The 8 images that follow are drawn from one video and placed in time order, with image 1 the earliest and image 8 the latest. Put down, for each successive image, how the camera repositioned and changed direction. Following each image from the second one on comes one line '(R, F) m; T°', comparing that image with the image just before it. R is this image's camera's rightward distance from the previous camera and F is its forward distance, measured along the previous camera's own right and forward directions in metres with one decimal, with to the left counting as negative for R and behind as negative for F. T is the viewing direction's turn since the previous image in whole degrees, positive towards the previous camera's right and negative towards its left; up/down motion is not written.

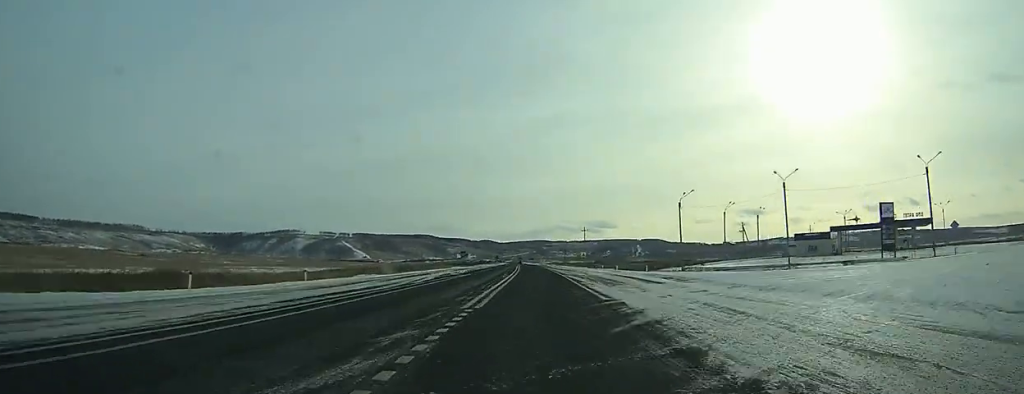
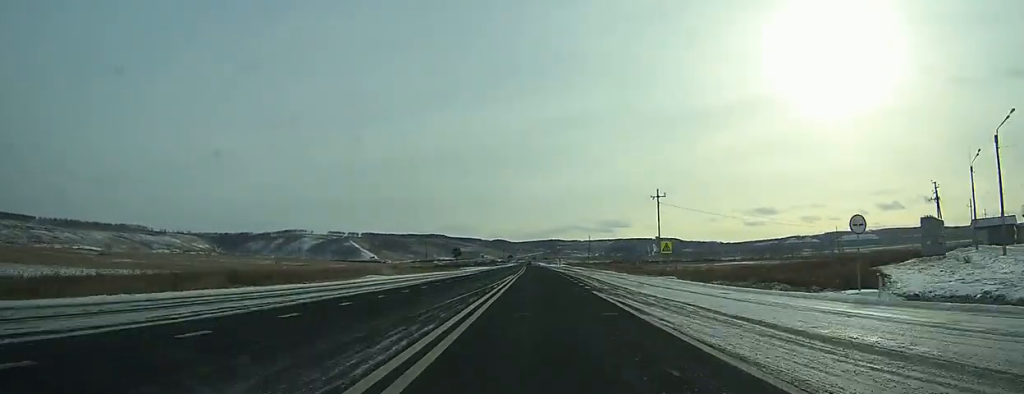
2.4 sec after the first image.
(-0.5, +67.7) m; -1°
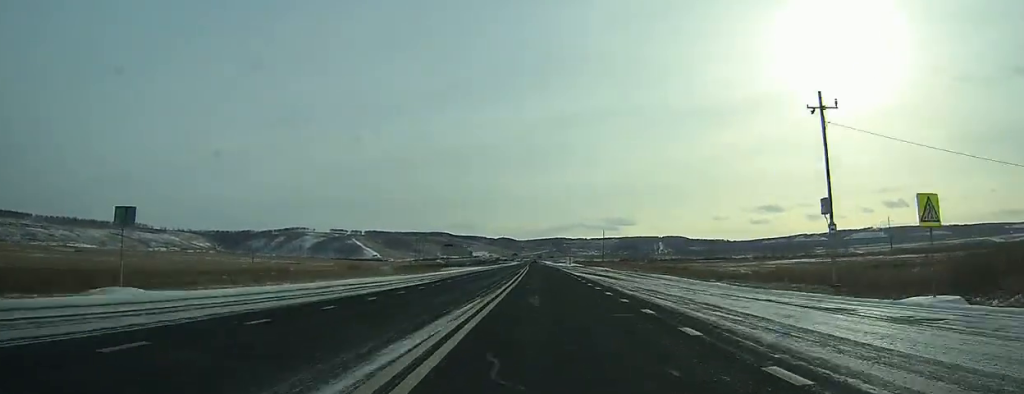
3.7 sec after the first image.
(-0.2, +34.2) m; -1°
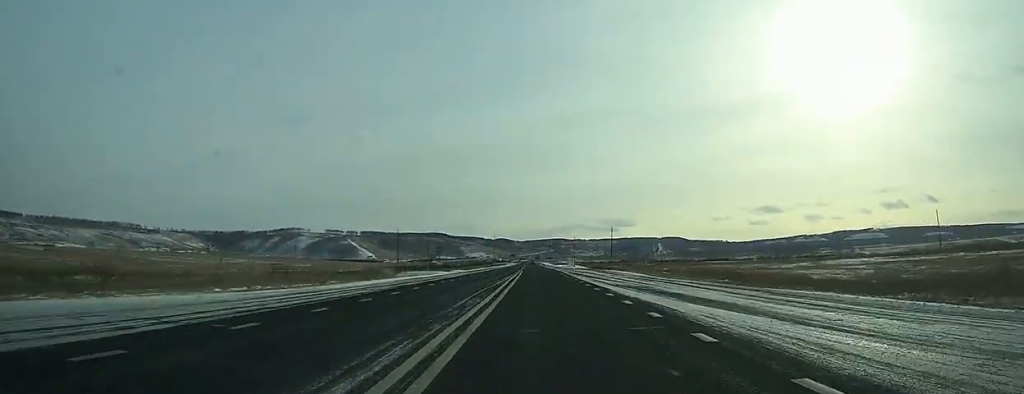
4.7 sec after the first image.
(0.0, +28.7) m; 0°
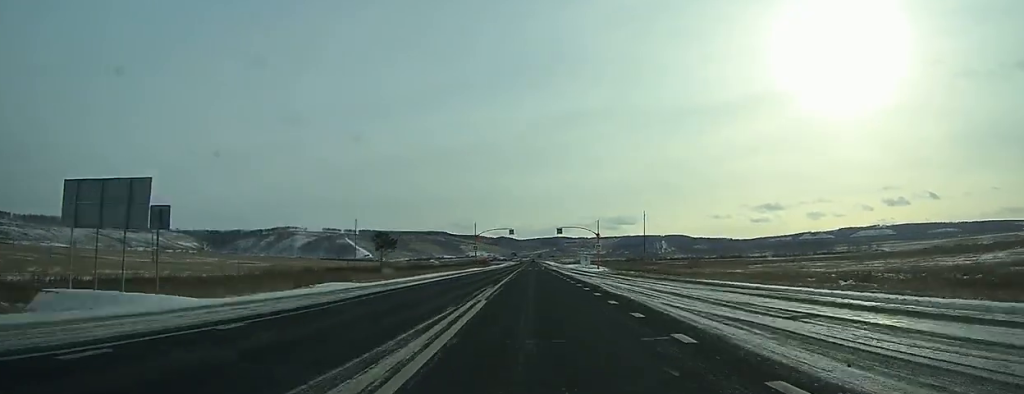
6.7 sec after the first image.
(-0.3, +54.5) m; 0°
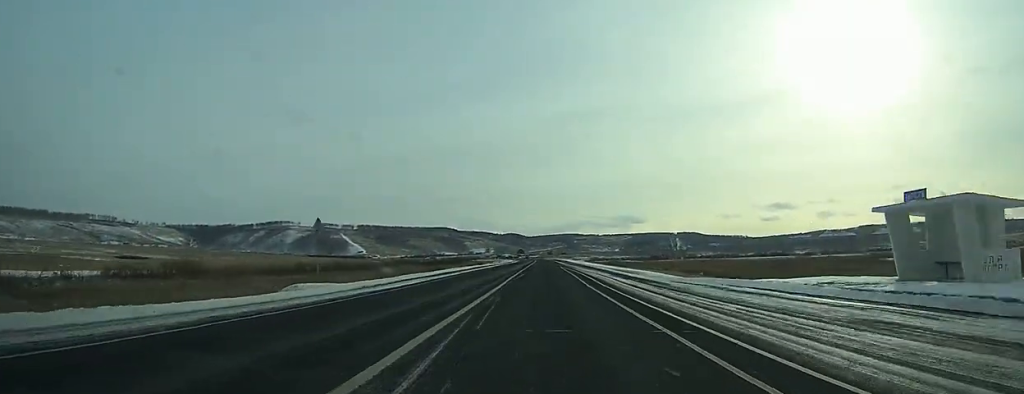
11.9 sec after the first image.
(-0.5, +141.4) m; 0°
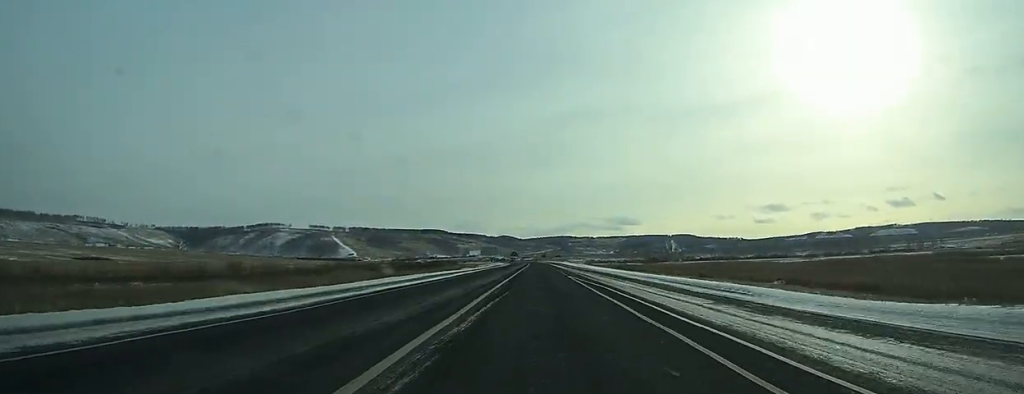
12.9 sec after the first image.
(0.0, +23.8) m; 0°
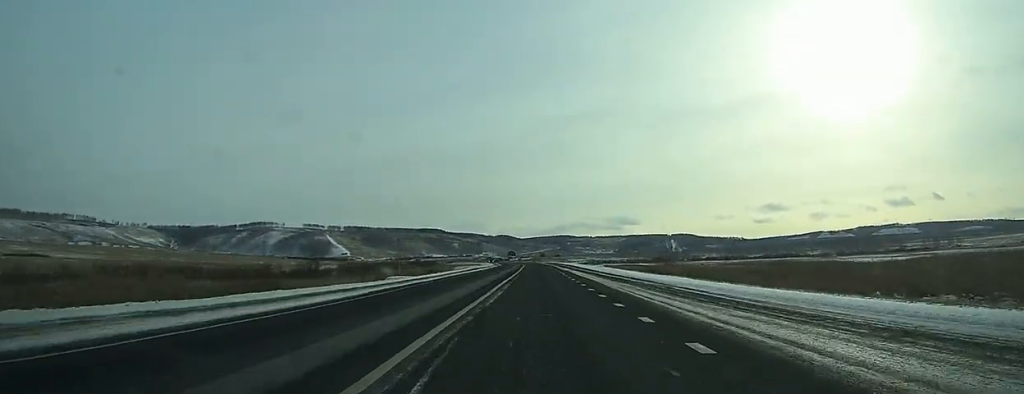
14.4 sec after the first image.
(+0.2, +38.8) m; 0°
